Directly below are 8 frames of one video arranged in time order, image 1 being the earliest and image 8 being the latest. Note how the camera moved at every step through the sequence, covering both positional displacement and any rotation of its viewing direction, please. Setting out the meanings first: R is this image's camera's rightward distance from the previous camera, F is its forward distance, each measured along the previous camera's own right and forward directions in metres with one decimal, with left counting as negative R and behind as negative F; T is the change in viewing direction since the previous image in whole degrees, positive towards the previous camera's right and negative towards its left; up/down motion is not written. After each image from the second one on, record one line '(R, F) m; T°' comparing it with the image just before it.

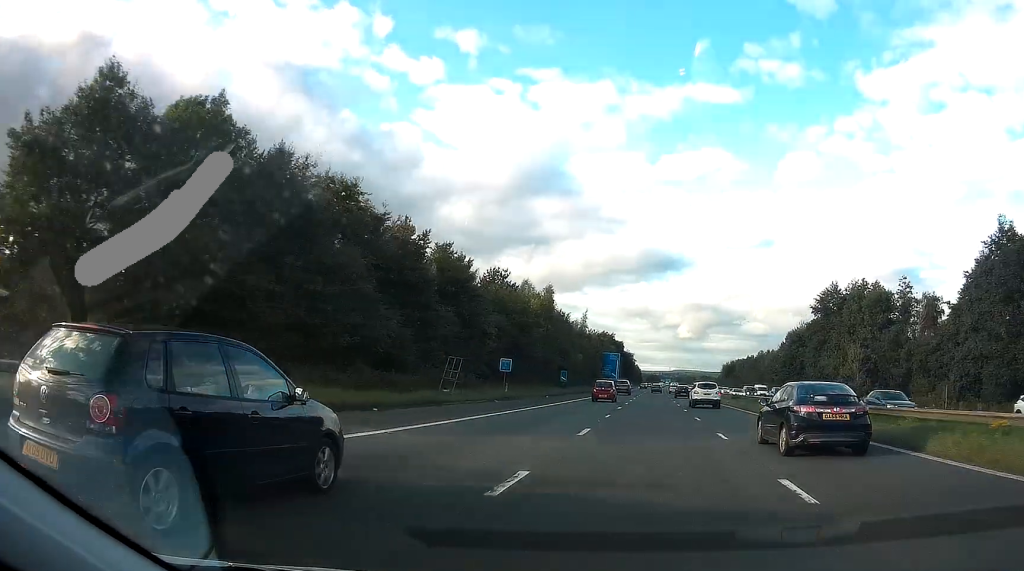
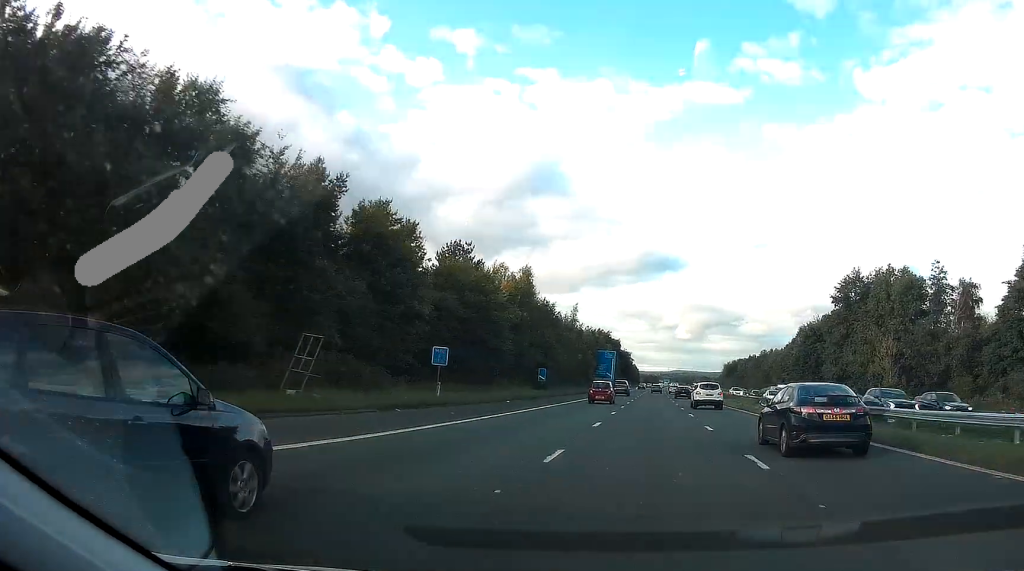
(0.0, +14.3) m; 0°
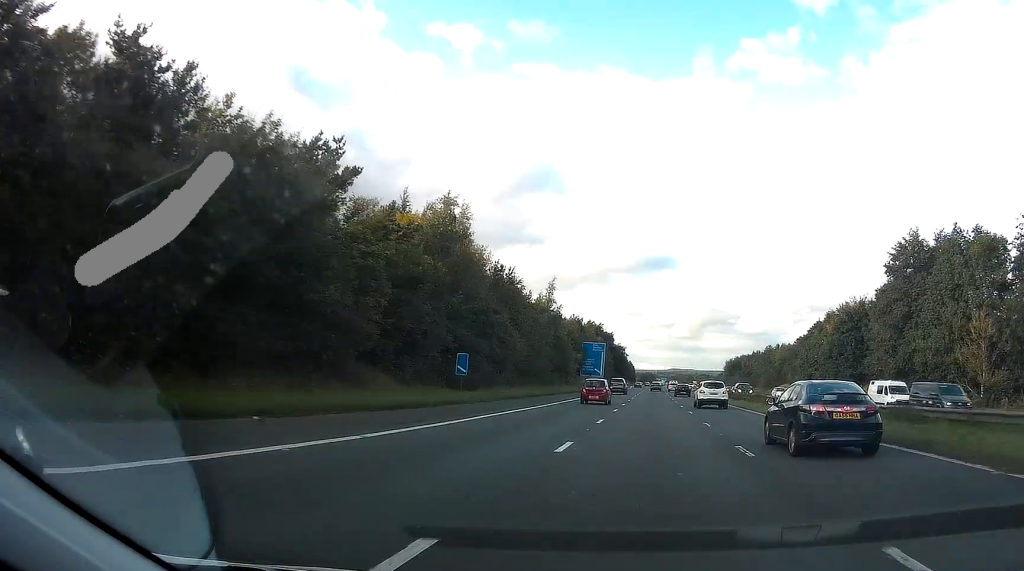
(0.0, +25.7) m; 0°
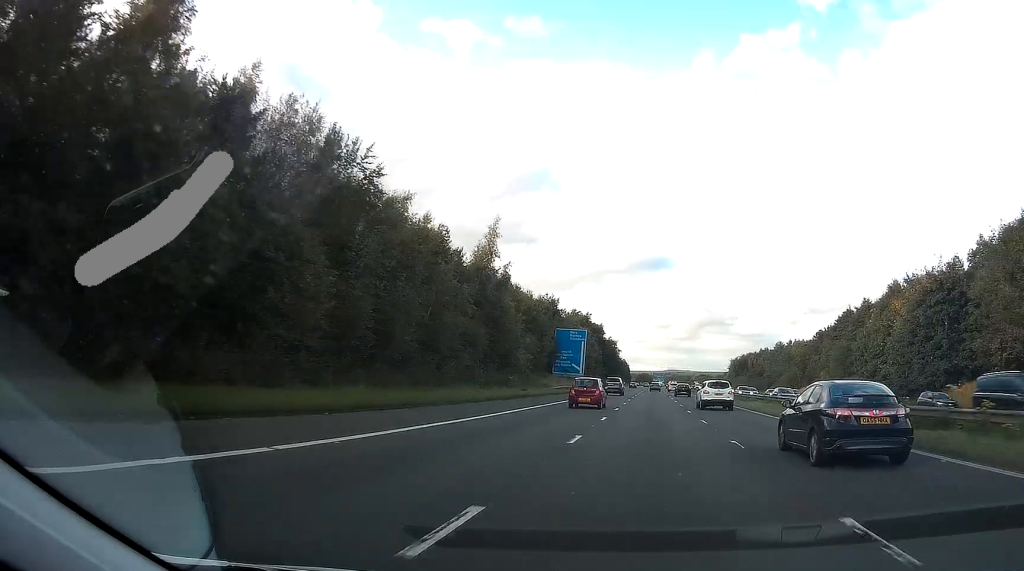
(+0.1, +34.4) m; 0°
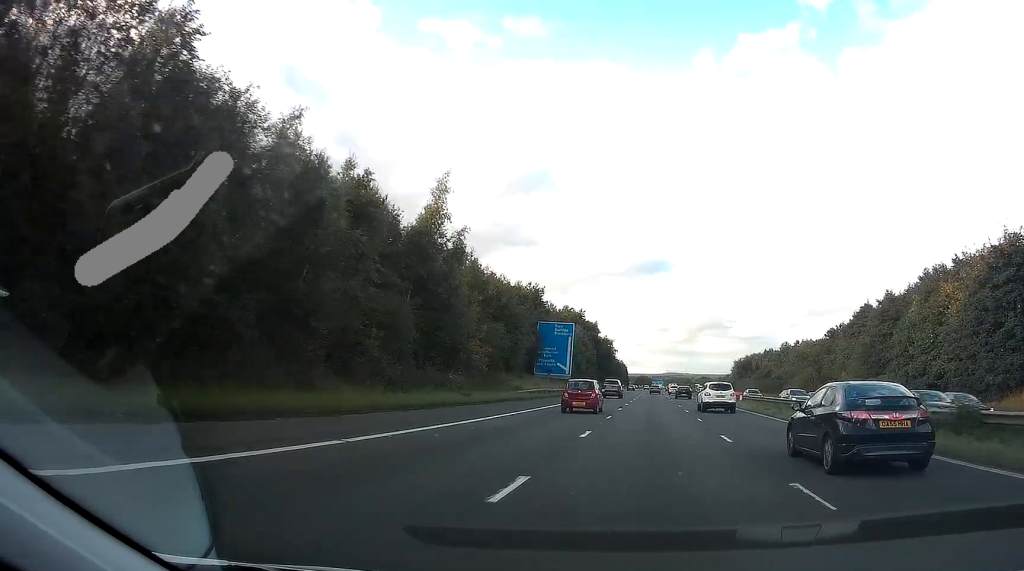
(0.0, +15.3) m; 0°
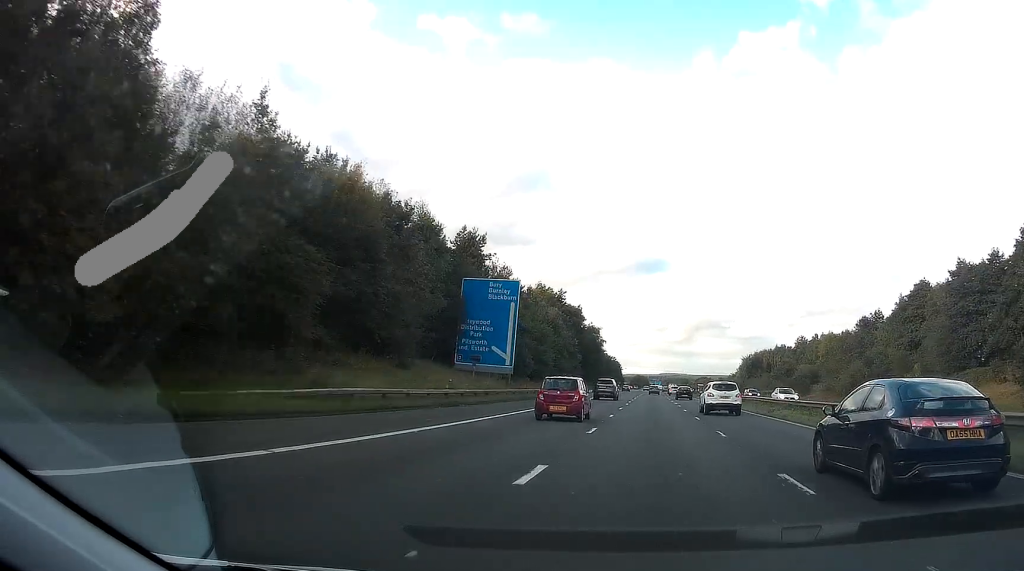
(+0.2, +34.5) m; 0°
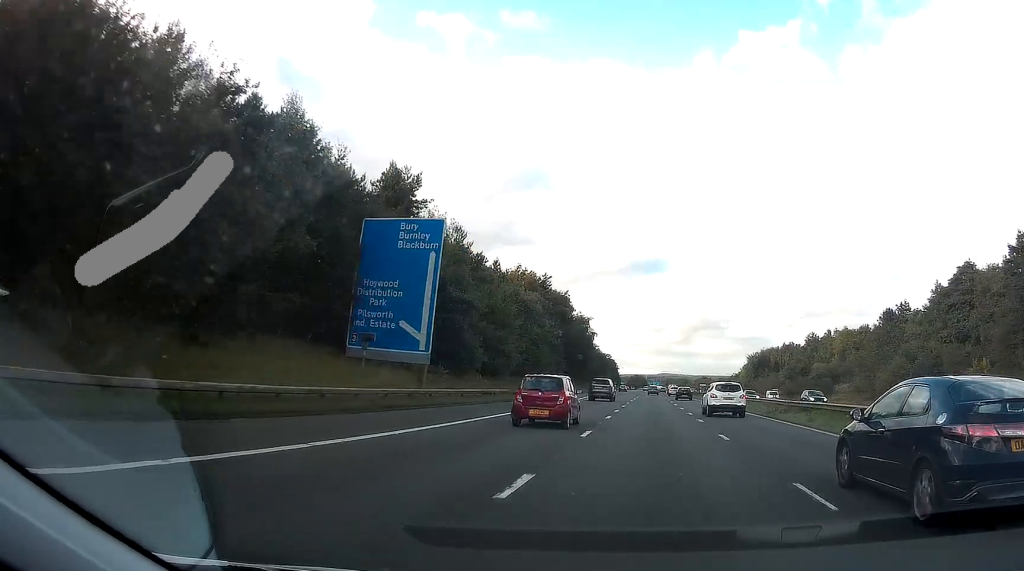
(0.0, +19.2) m; 0°
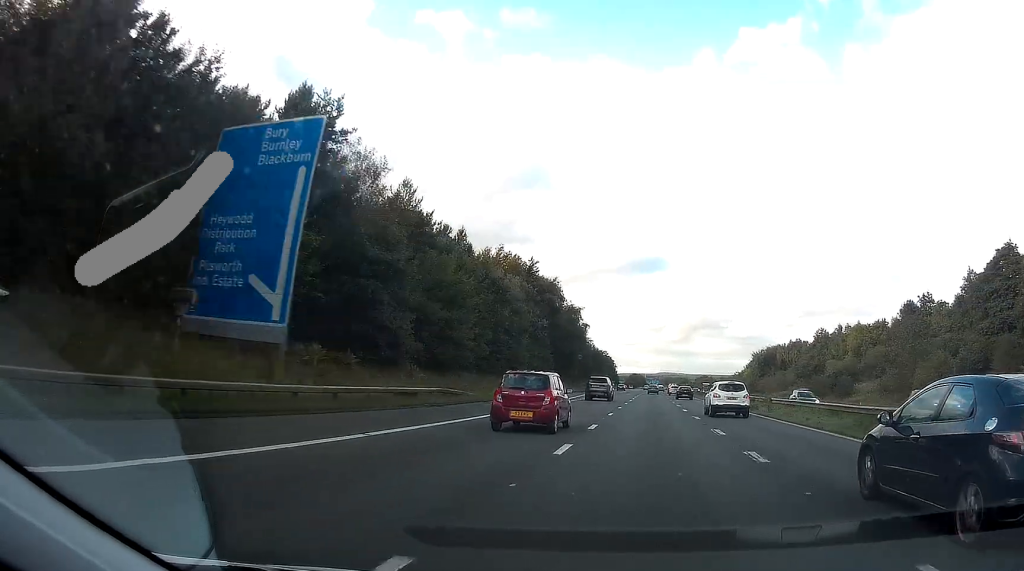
(0.0, +13.6) m; 0°
